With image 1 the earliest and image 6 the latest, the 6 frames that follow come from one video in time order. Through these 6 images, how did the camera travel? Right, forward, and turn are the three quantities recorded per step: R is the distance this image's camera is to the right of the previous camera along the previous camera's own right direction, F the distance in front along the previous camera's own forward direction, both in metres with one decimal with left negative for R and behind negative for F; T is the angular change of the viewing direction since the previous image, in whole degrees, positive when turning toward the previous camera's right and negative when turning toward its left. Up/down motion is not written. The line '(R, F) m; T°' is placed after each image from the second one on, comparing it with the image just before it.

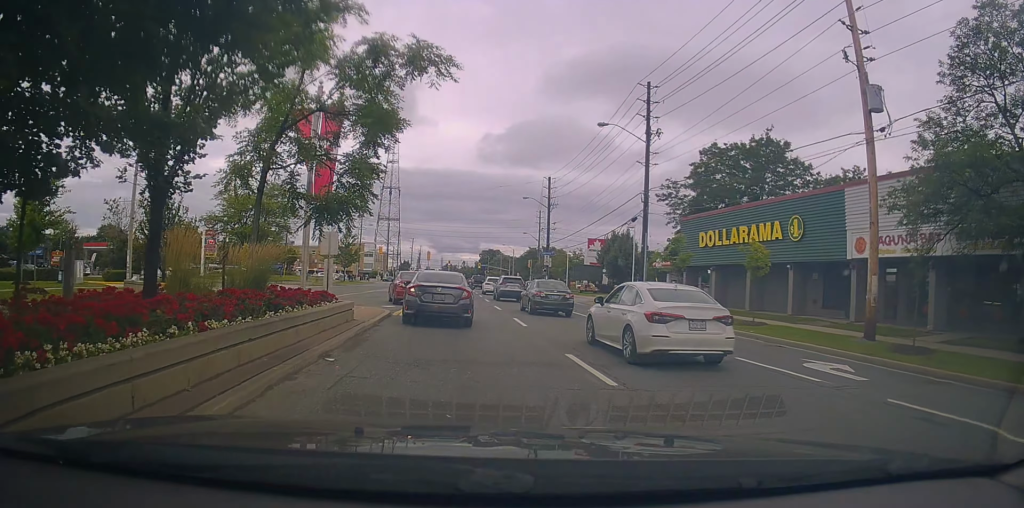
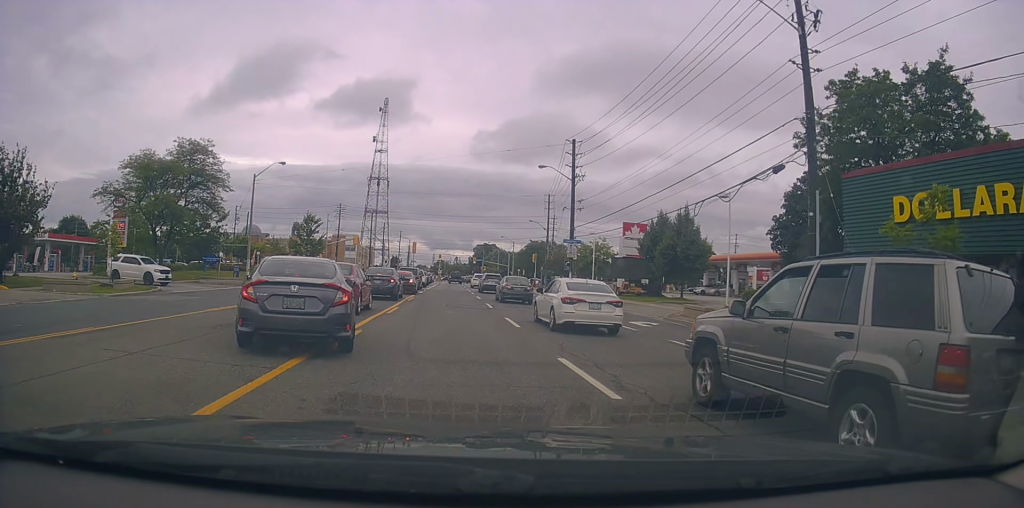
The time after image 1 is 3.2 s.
(-0.3, +18.4) m; 0°
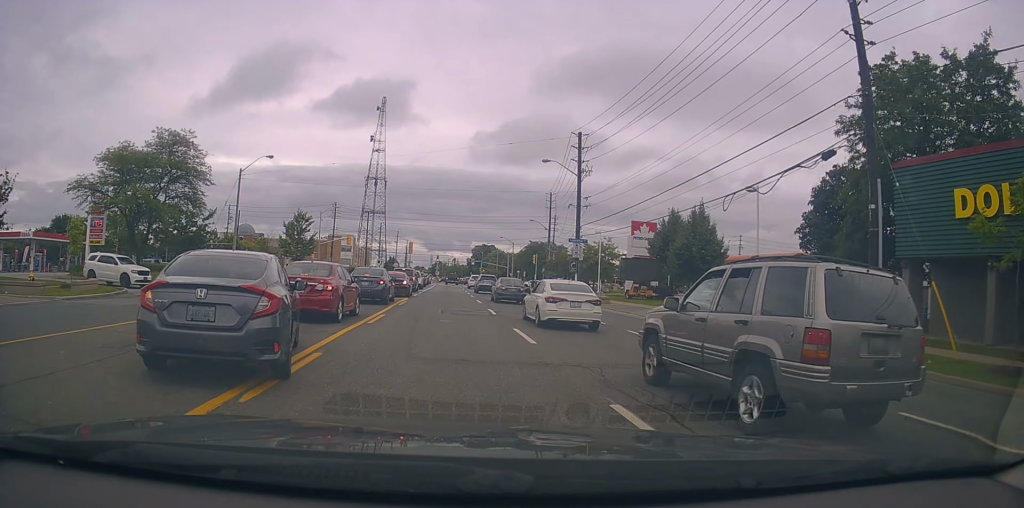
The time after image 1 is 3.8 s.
(+0.1, +3.7) m; -1°
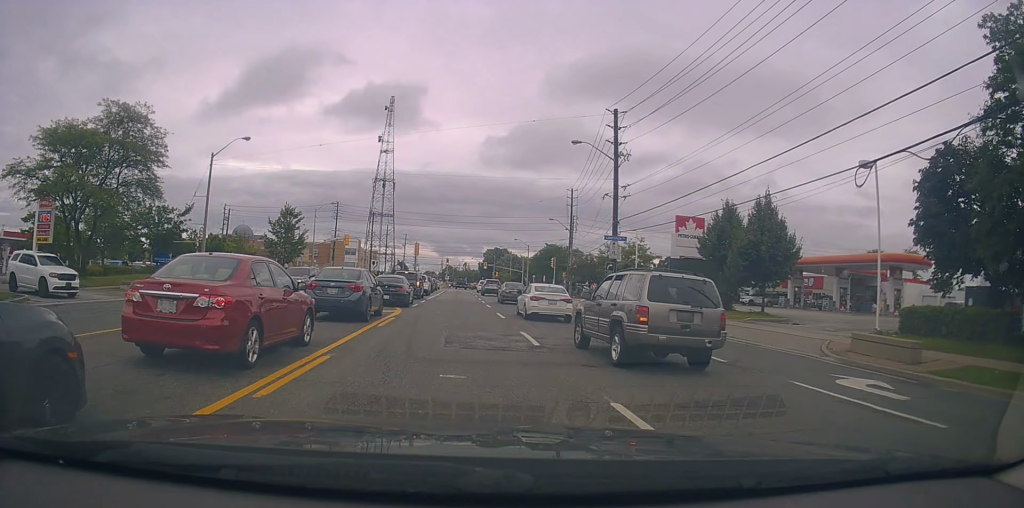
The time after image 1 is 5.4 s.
(-0.2, +9.3) m; 0°
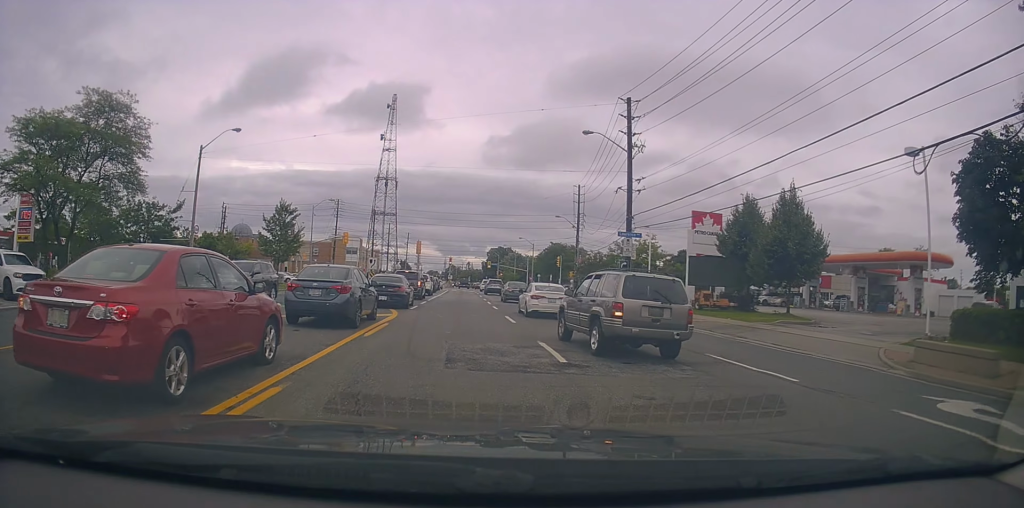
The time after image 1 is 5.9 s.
(+0.1, +2.6) m; +1°
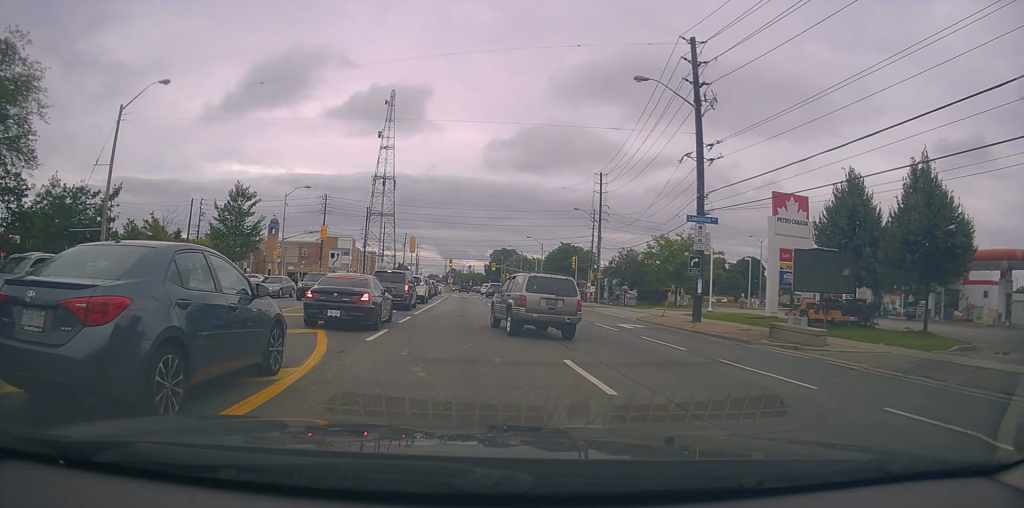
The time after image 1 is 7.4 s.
(0.0, +10.8) m; 0°
